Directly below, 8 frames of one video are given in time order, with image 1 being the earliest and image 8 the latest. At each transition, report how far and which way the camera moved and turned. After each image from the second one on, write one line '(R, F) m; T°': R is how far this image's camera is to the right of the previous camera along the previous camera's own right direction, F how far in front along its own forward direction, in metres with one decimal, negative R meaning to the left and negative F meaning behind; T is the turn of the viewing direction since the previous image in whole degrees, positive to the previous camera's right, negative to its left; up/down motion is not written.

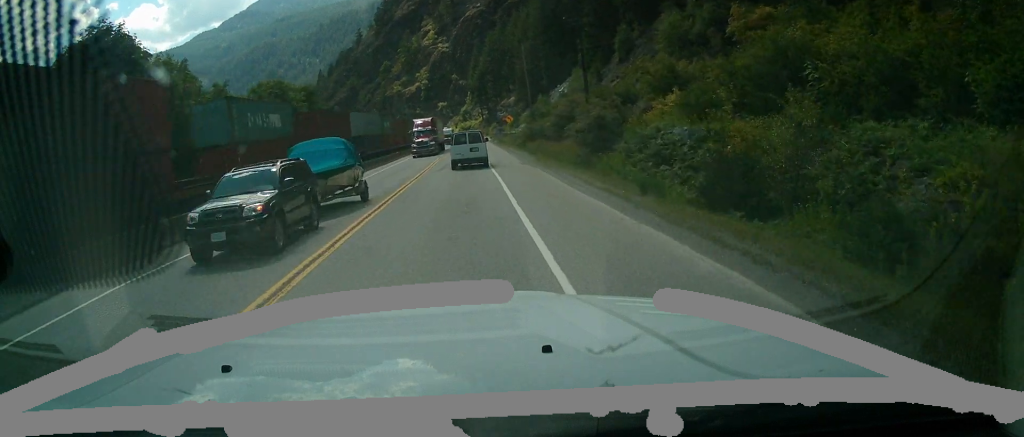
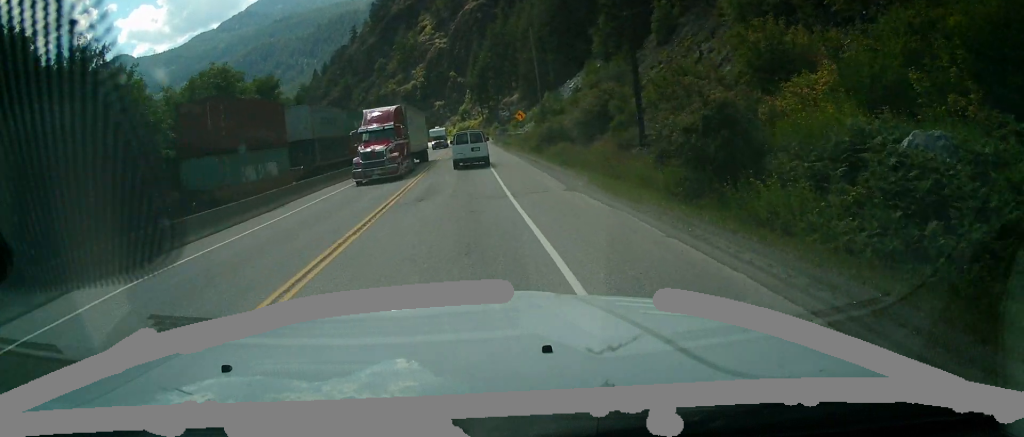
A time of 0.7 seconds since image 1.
(0.0, +15.7) m; 0°
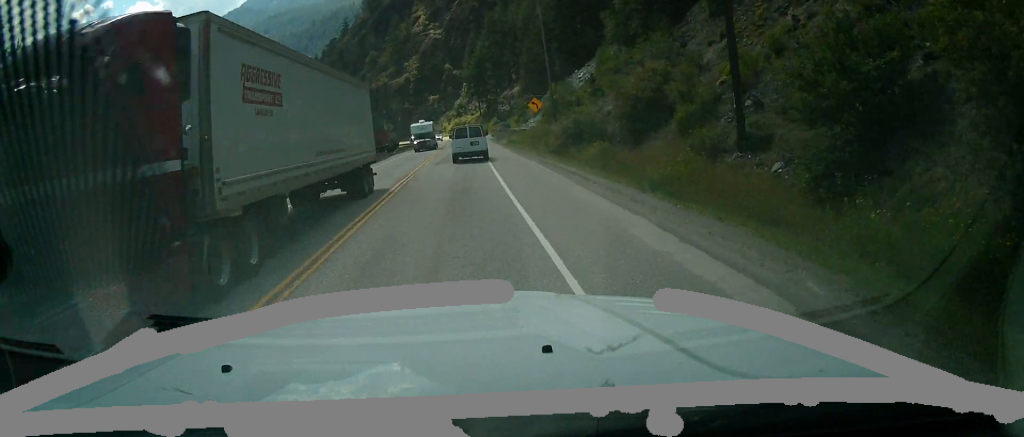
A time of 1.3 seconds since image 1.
(0.0, +16.2) m; 0°
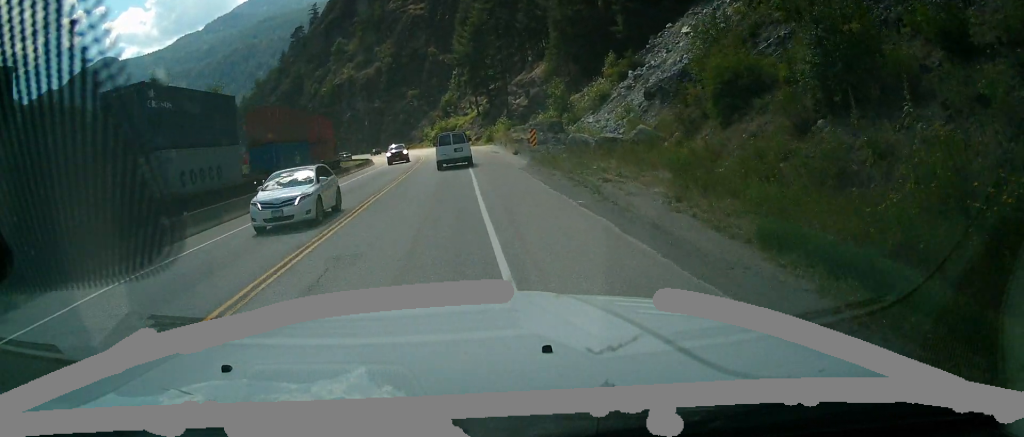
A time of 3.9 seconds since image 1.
(-0.3, +63.3) m; -1°
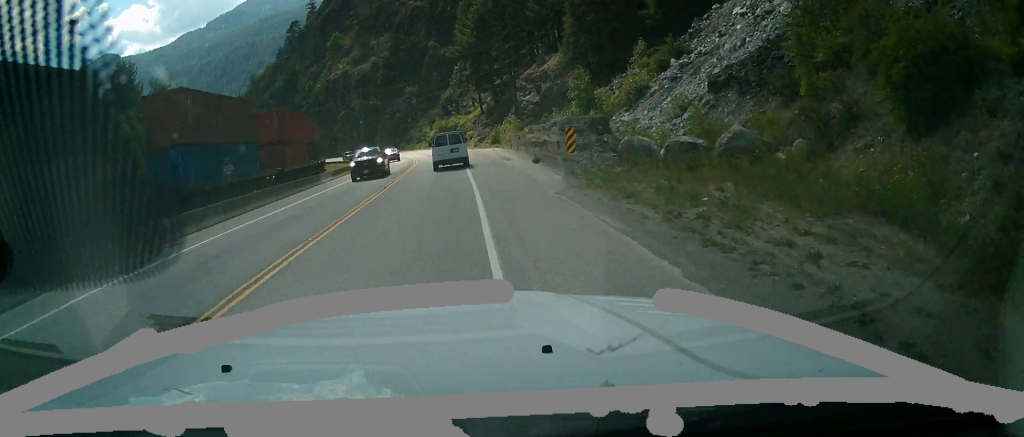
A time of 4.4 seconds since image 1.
(+0.3, +12.0) m; -1°
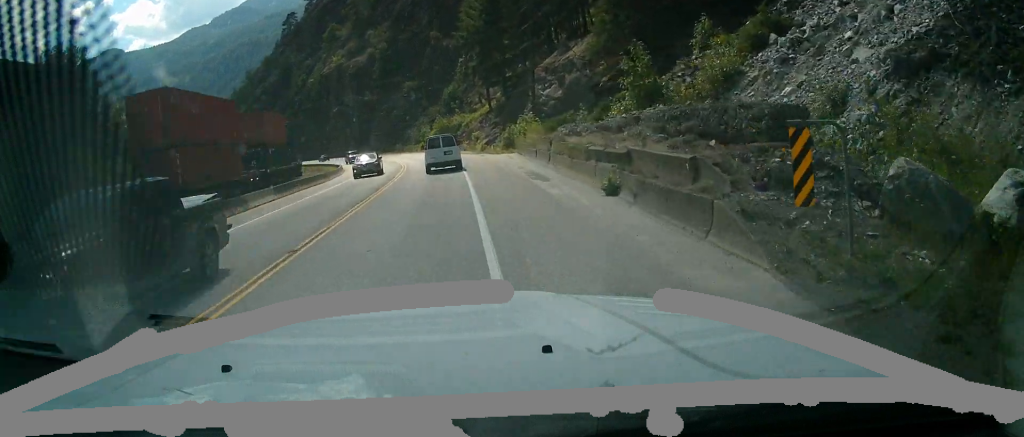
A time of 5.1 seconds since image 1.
(-0.7, +15.7) m; -2°
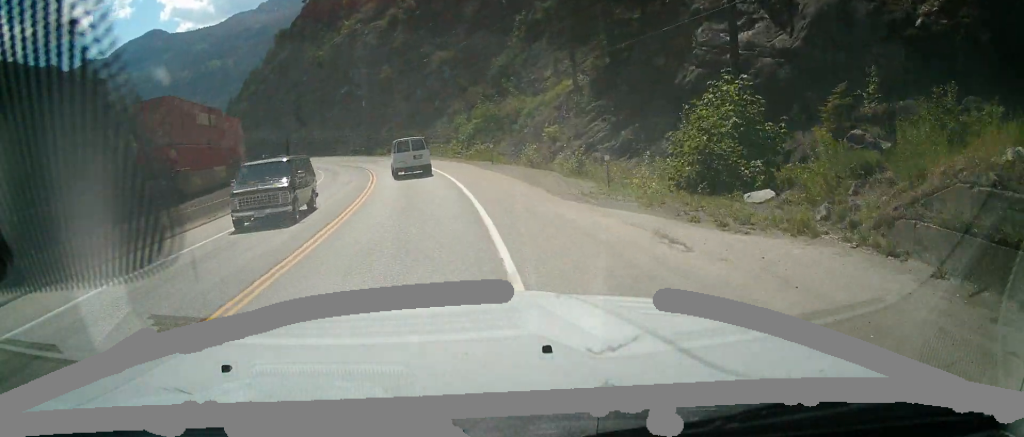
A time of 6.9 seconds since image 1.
(-1.9, +40.0) m; -7°
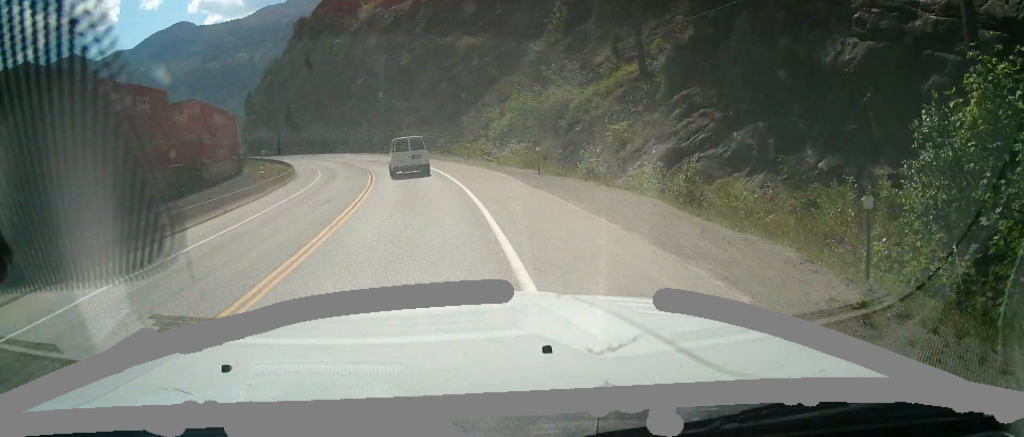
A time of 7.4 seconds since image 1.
(+0.1, +11.1) m; -4°
